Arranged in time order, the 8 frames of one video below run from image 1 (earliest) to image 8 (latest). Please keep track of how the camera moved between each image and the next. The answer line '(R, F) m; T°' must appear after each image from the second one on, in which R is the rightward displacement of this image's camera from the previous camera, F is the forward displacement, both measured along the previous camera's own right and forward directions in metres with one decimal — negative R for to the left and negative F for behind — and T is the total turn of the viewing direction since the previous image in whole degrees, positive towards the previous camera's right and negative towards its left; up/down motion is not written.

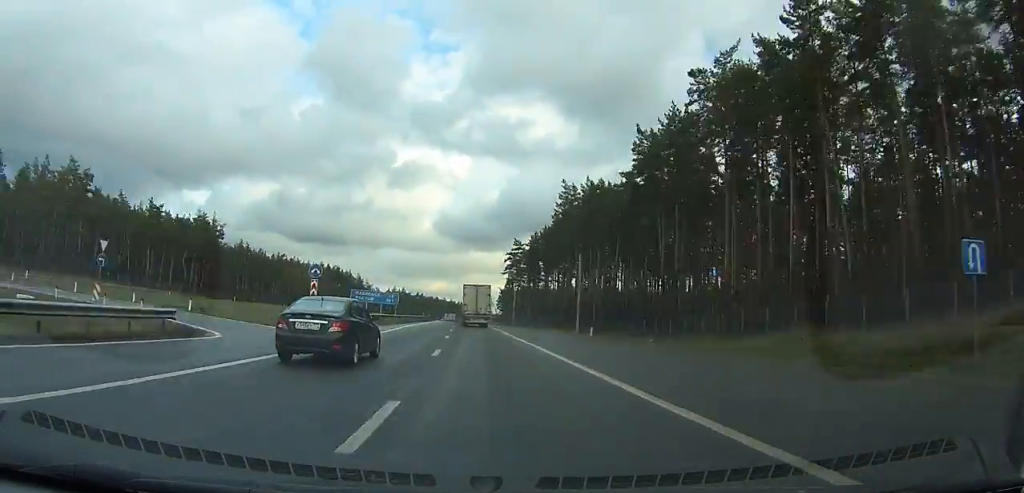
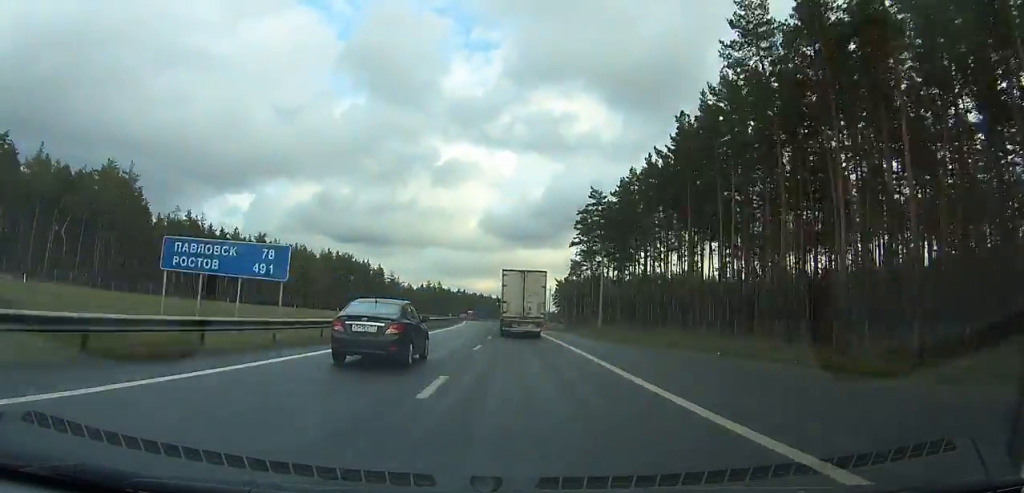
(-0.8, +56.2) m; -4°
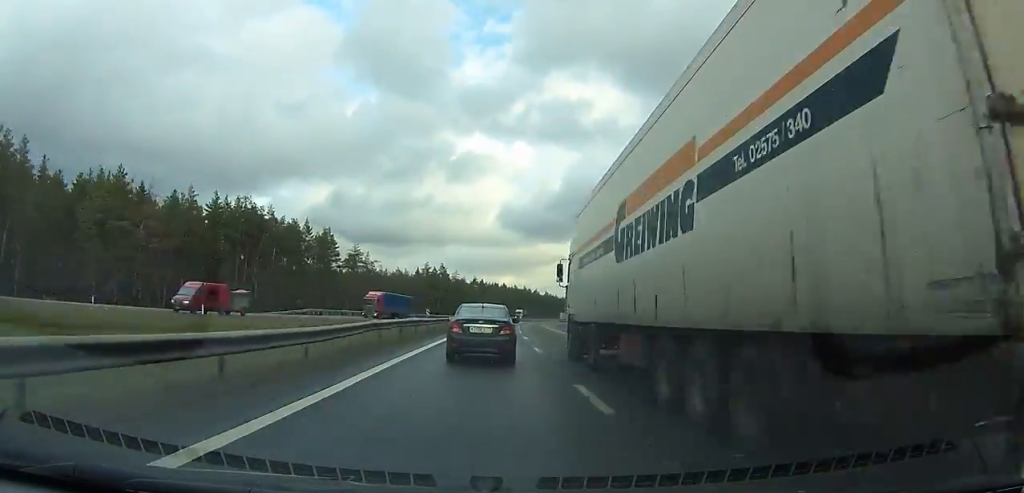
(-5.7, +97.1) m; -4°
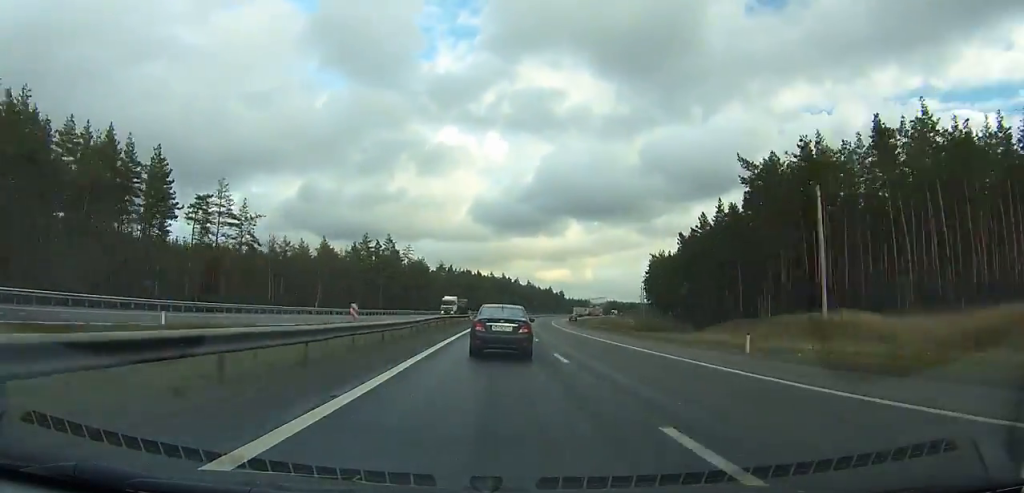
(-0.6, +64.8) m; +1°
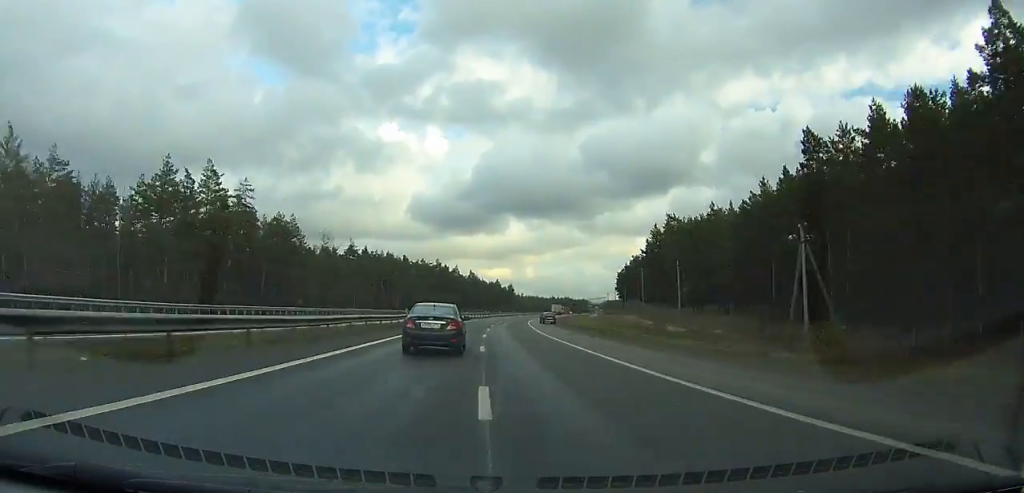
(+1.0, +68.6) m; +4°
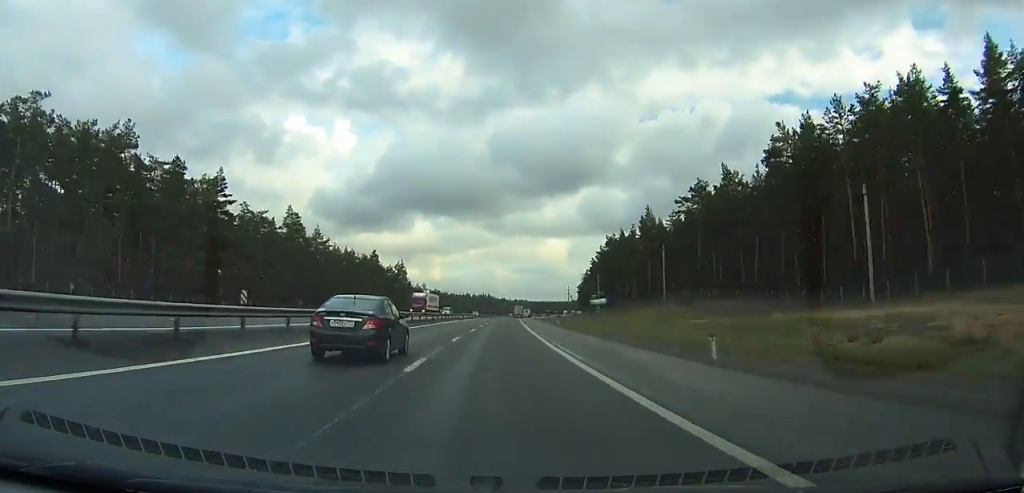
(+12.9, +148.1) m; +9°
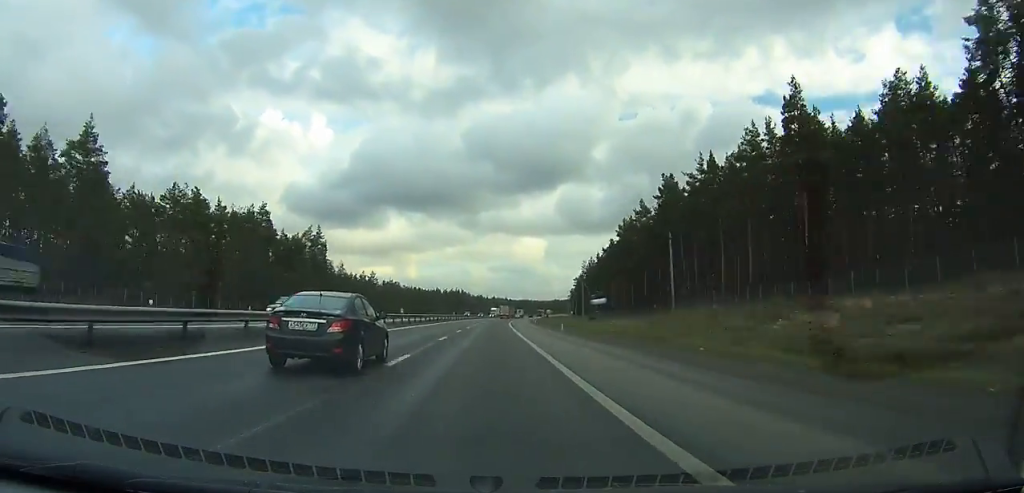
(+2.7, +70.7) m; +3°
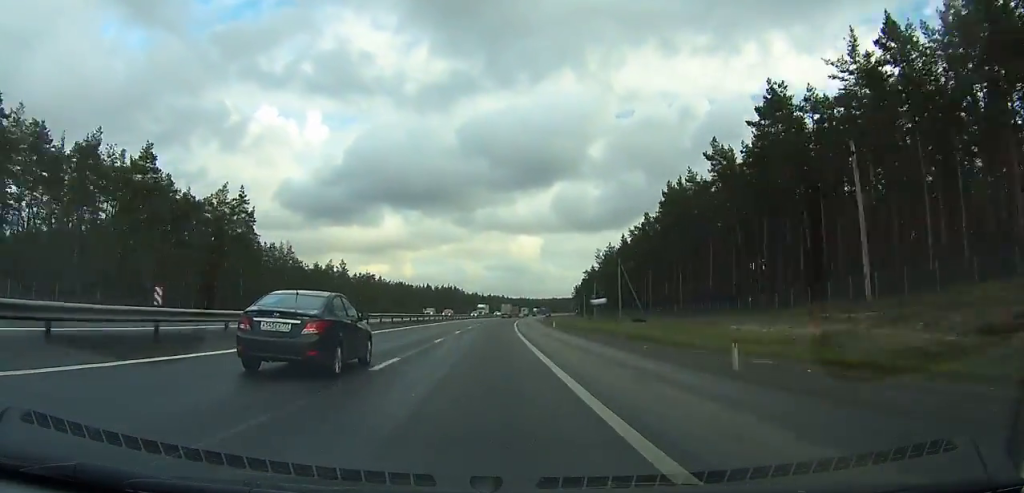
(+0.4, +37.0) m; +1°
